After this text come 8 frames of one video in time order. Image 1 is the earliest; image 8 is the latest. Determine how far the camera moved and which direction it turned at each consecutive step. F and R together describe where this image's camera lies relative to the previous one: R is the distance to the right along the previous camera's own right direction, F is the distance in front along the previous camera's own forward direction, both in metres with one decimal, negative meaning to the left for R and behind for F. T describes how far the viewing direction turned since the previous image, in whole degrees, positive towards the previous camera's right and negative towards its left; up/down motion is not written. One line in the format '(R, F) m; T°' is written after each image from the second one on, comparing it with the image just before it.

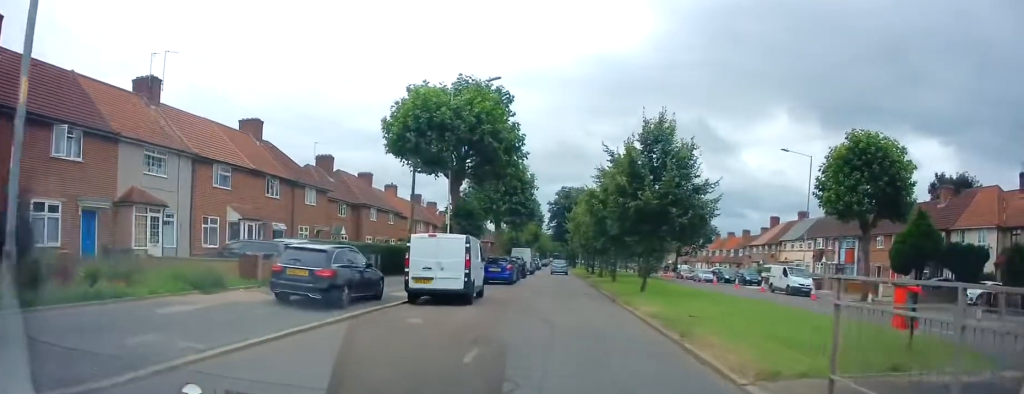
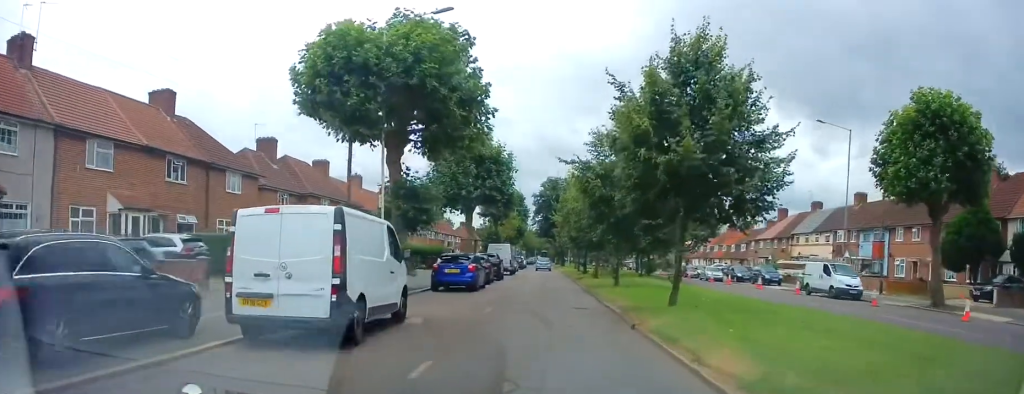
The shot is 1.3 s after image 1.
(+0.2, +8.2) m; +2°
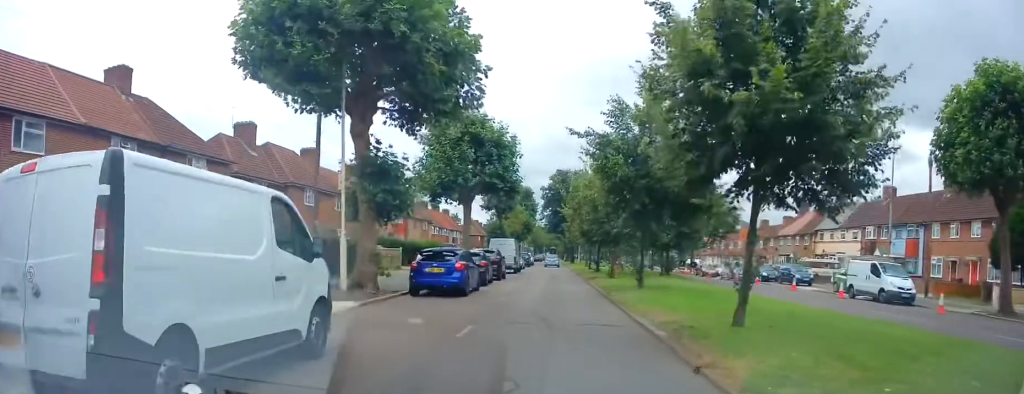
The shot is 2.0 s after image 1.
(0.0, +4.5) m; -1°
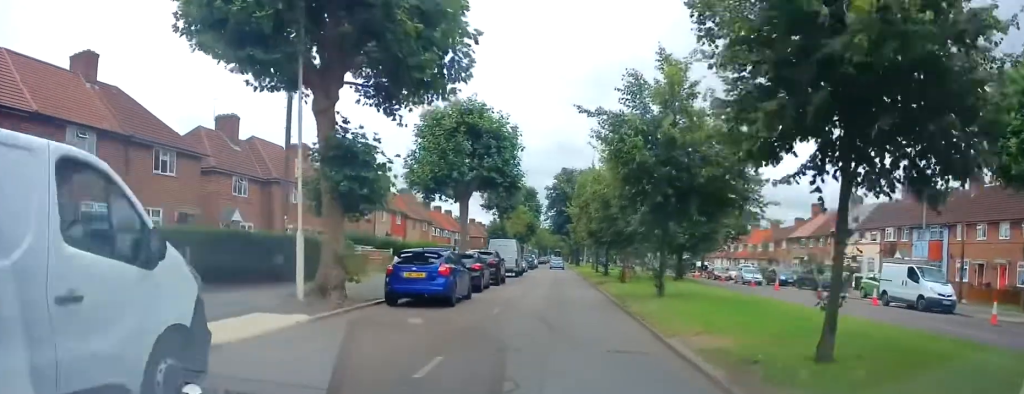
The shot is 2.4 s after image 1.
(+0.1, +2.9) m; -1°
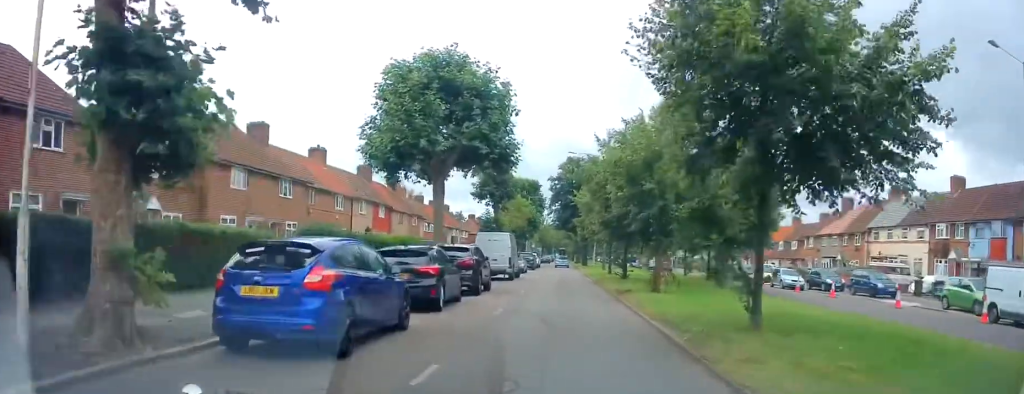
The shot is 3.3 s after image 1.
(-0.3, +7.7) m; 0°
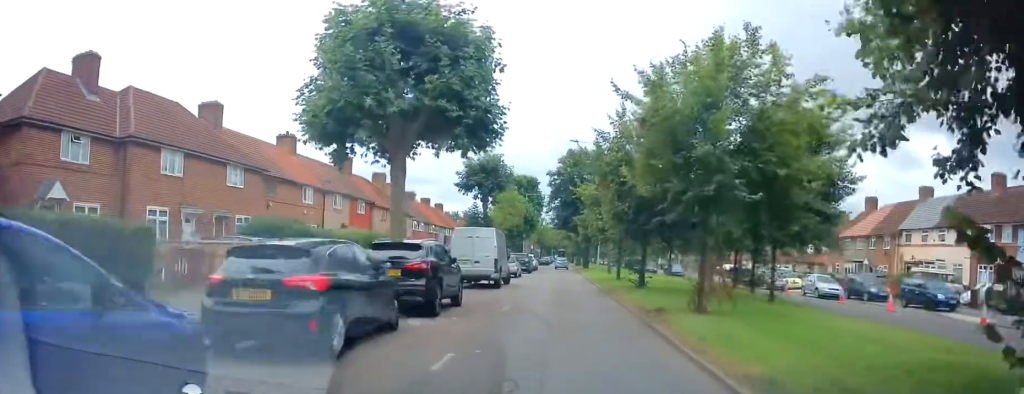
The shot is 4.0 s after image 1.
(+0.1, +6.1) m; +1°
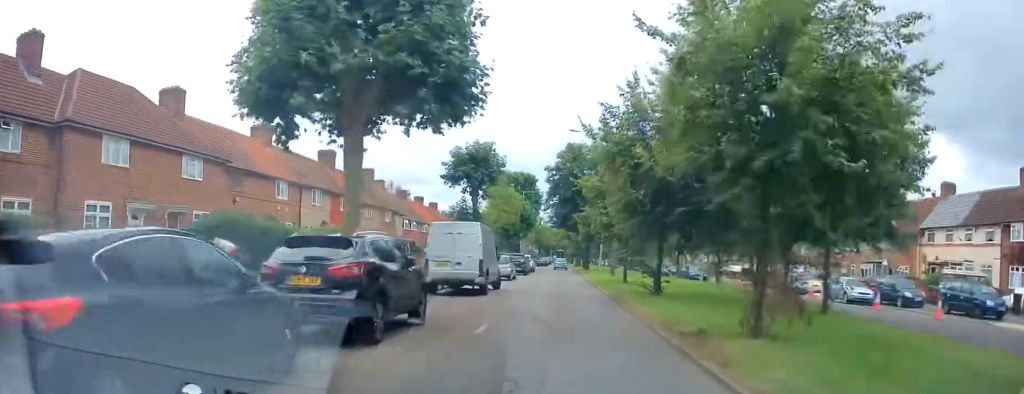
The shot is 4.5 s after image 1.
(+0.1, +3.8) m; +1°
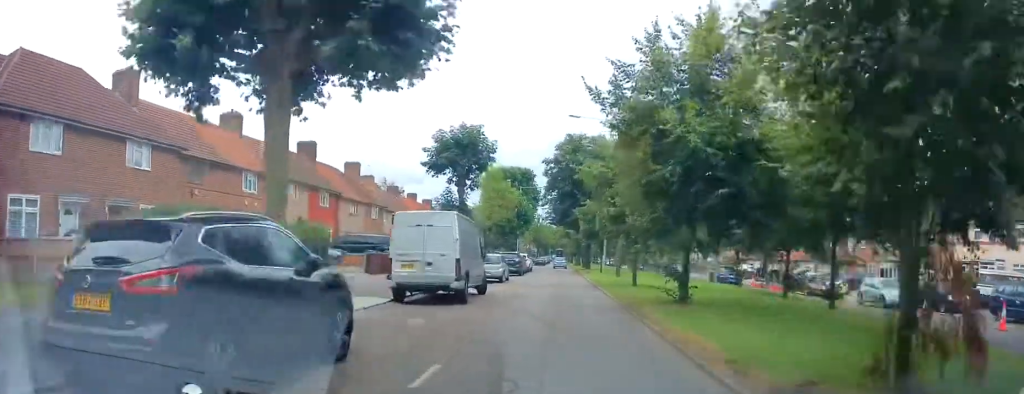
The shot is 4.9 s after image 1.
(0.0, +4.1) m; -1°
